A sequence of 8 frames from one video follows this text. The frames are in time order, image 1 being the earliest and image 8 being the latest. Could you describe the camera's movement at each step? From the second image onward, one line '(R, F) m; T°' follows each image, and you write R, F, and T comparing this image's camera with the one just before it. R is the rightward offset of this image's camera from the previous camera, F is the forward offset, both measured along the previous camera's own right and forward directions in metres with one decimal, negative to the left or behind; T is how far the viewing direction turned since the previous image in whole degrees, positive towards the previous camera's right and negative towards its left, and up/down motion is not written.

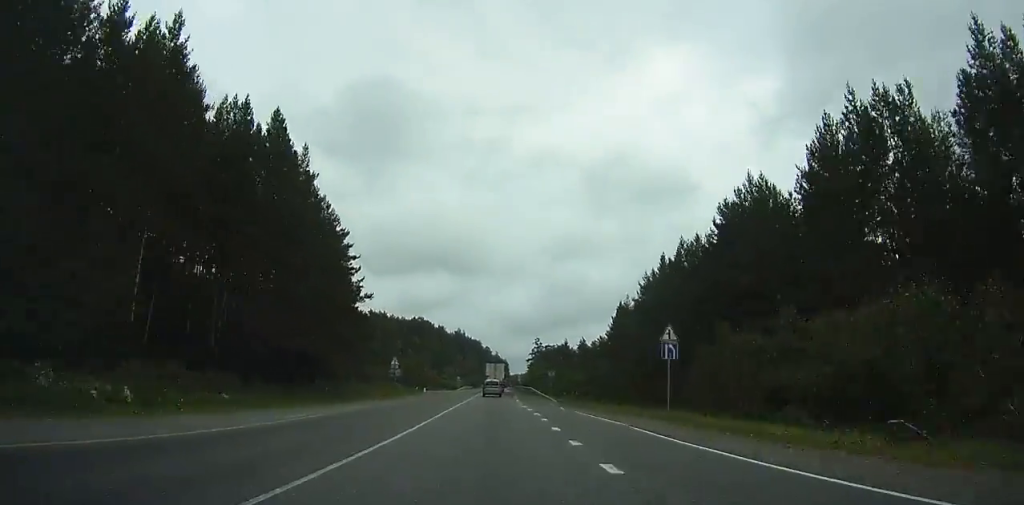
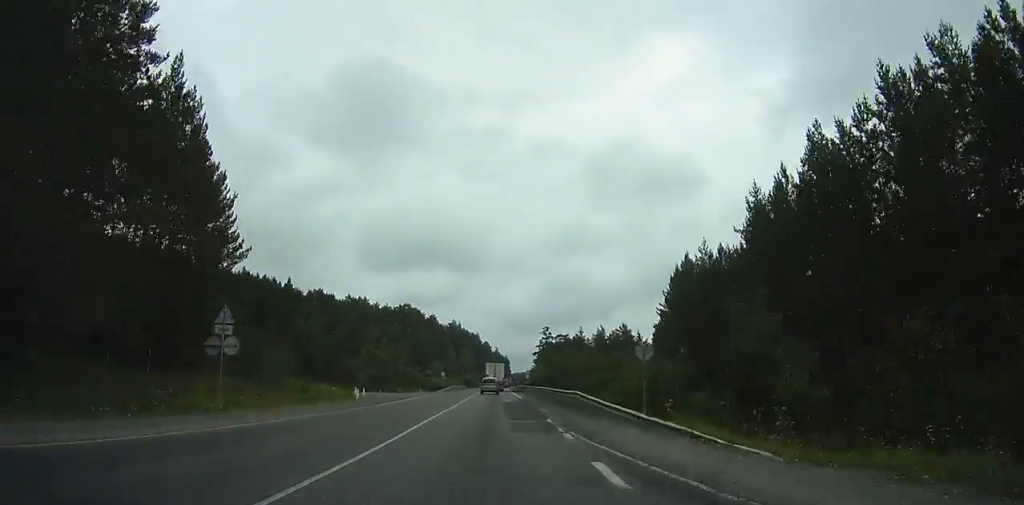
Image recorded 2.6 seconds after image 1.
(+0.1, +38.6) m; 0°
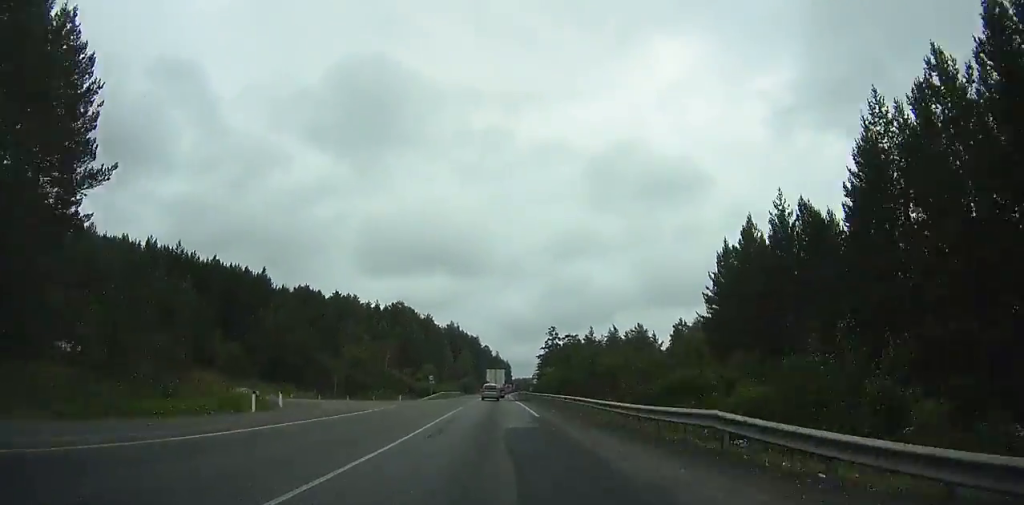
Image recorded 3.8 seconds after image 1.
(+0.1, +17.5) m; 0°
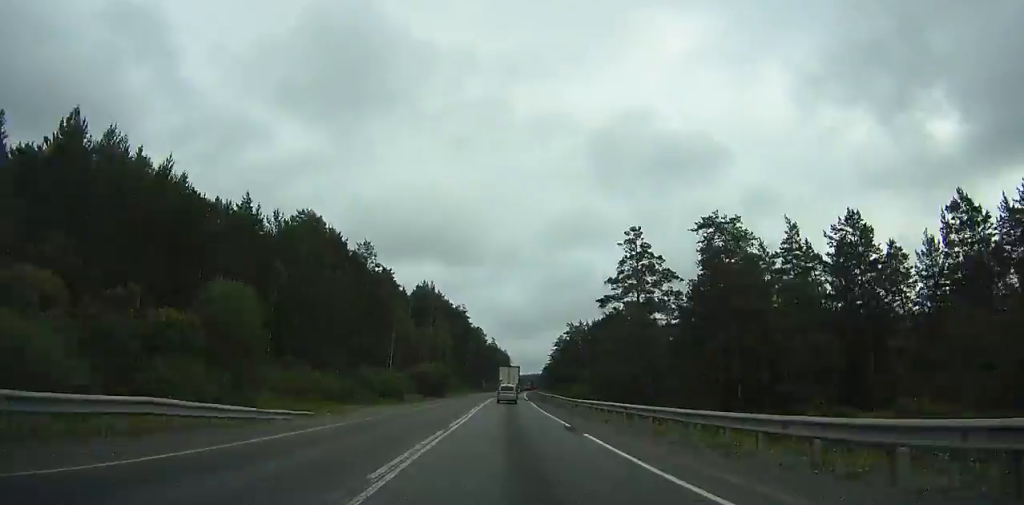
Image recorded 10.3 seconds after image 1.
(+0.3, +95.8) m; +1°
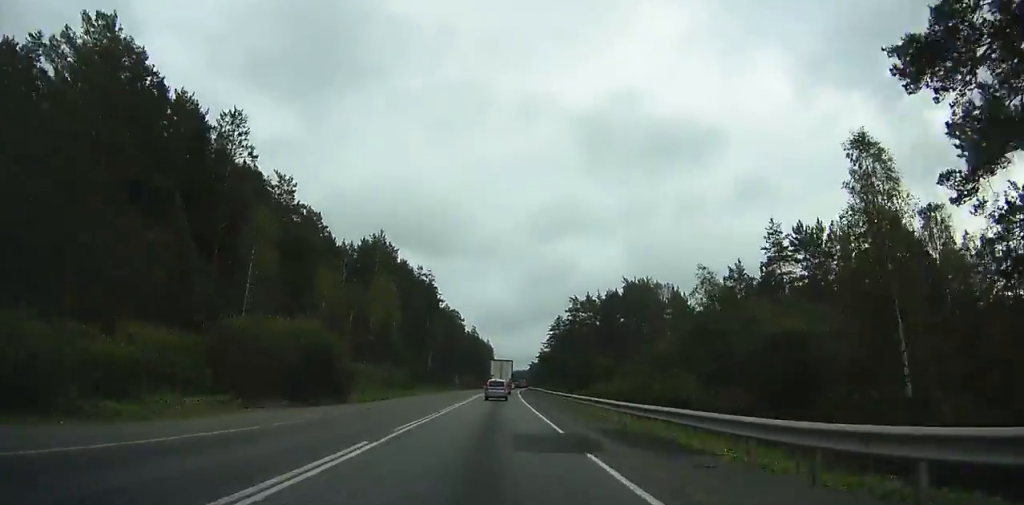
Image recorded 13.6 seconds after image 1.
(+0.1, +49.3) m; +1°
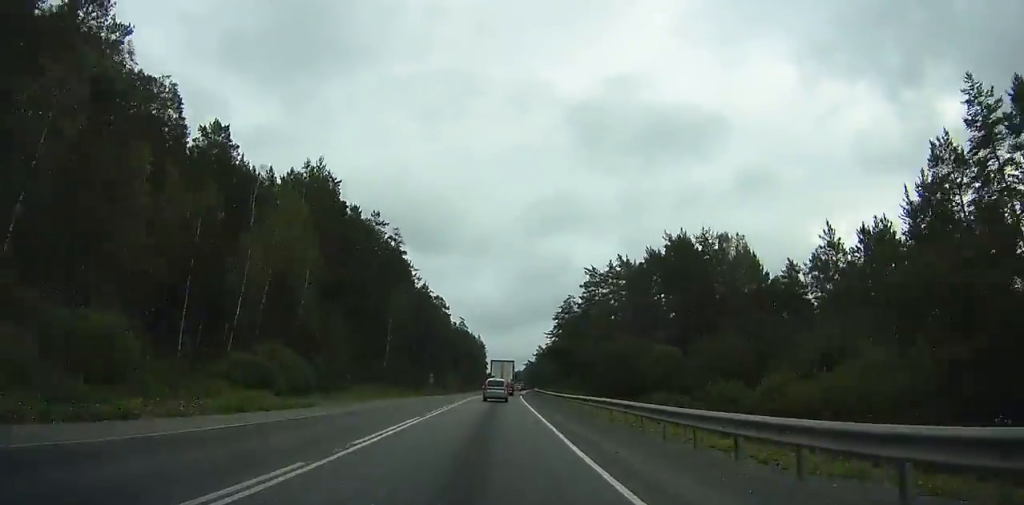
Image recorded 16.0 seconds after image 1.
(+0.3, +35.9) m; +1°
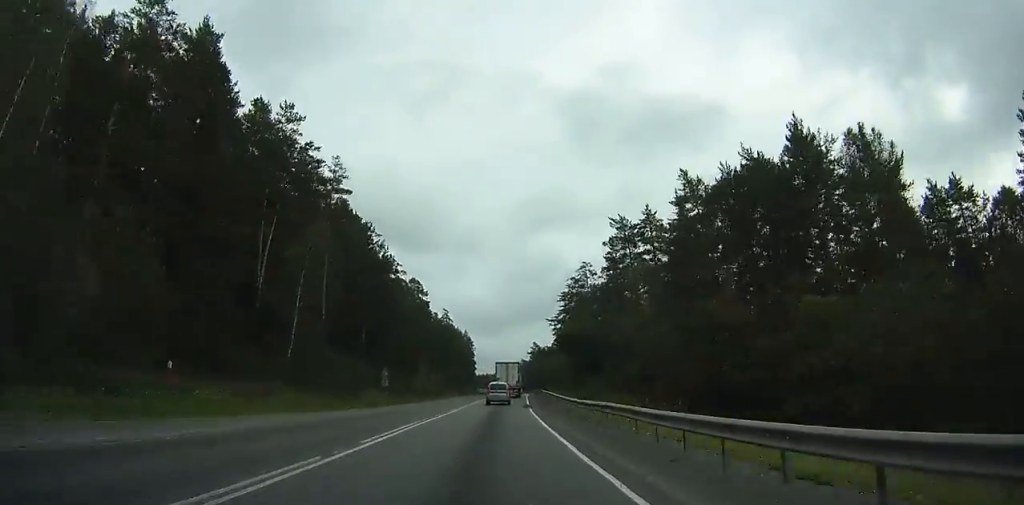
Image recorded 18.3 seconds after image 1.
(+0.2, +33.9) m; +1°
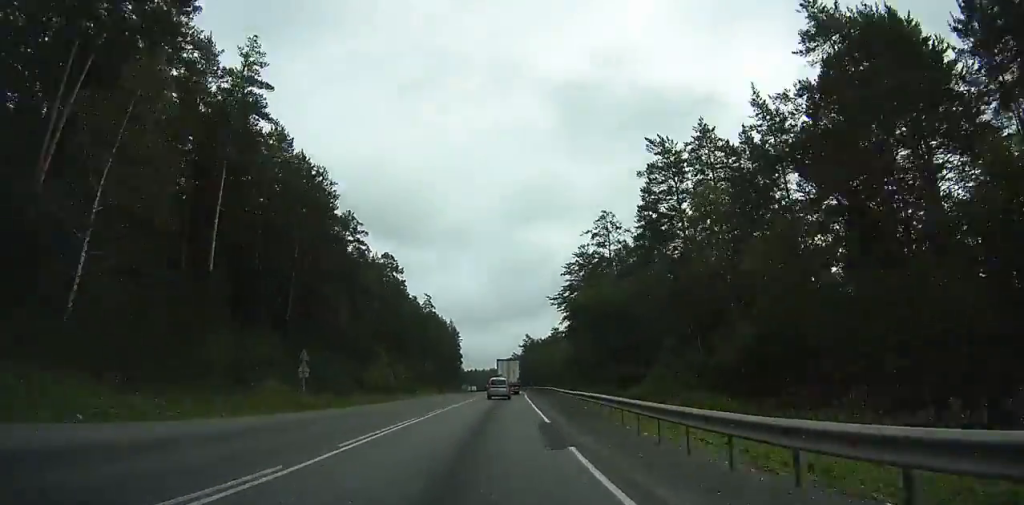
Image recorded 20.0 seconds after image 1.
(+0.1, +24.8) m; 0°
